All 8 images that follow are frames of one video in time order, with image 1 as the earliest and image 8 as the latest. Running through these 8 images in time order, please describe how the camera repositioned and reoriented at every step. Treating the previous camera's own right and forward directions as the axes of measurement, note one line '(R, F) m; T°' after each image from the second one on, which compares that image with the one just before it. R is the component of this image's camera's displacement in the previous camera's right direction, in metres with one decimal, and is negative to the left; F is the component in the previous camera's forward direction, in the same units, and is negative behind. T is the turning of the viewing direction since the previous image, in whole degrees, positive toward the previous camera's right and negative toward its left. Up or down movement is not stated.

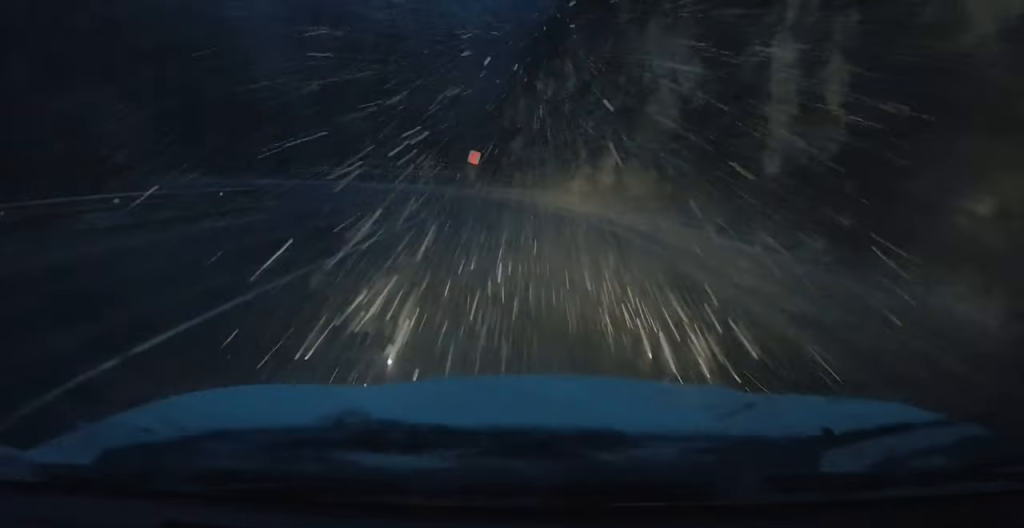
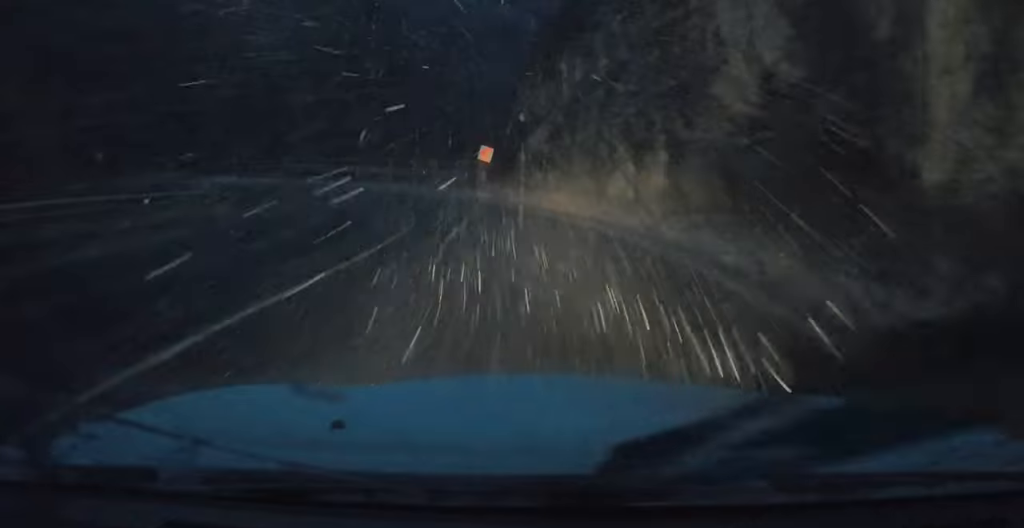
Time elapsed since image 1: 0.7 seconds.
(0.0, +5.4) m; -4°
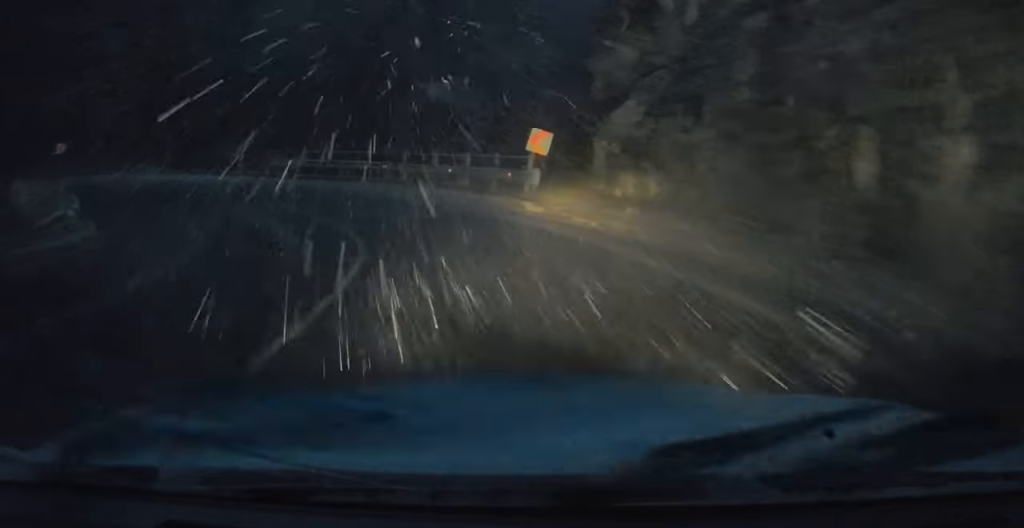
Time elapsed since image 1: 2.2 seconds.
(-1.4, +10.2) m; -19°
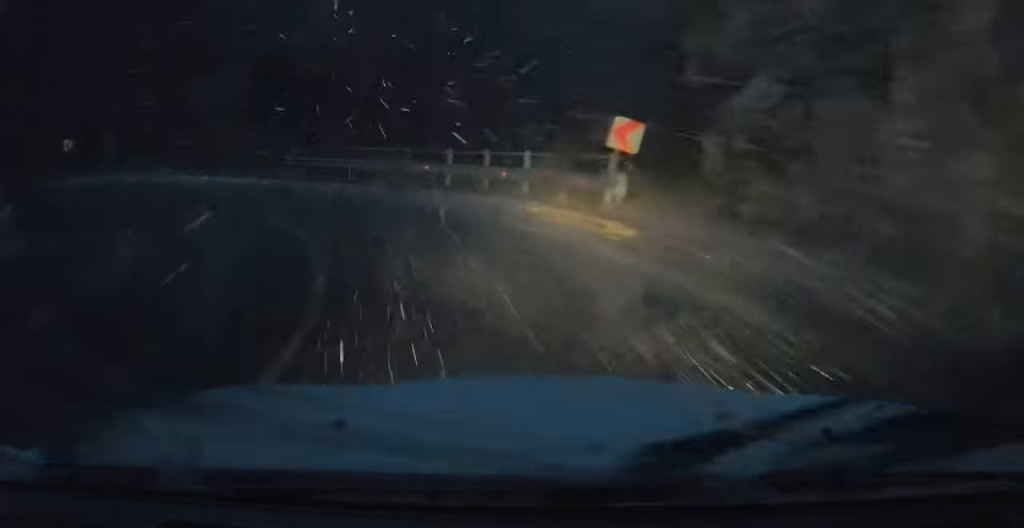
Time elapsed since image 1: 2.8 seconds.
(-0.4, +4.8) m; -11°
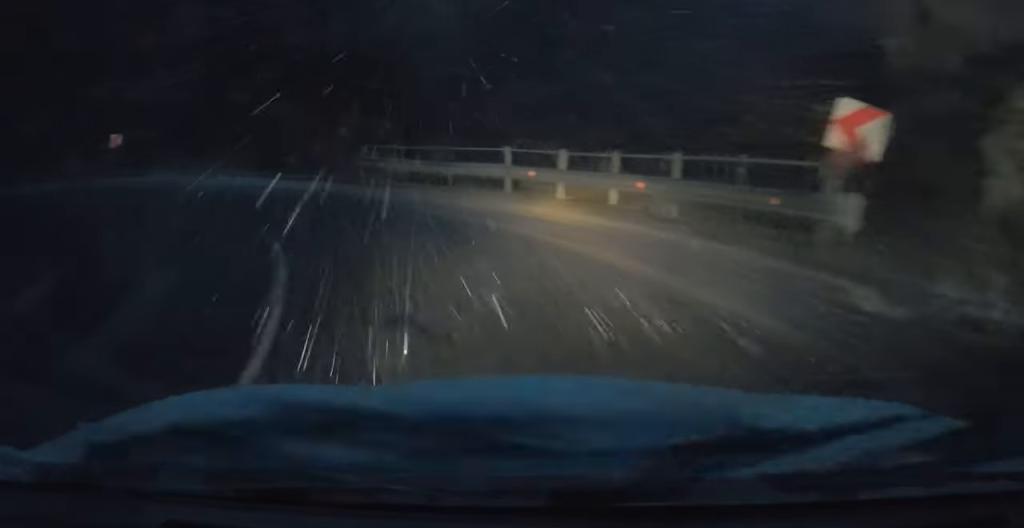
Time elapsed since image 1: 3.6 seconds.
(-0.7, +5.2) m; -13°
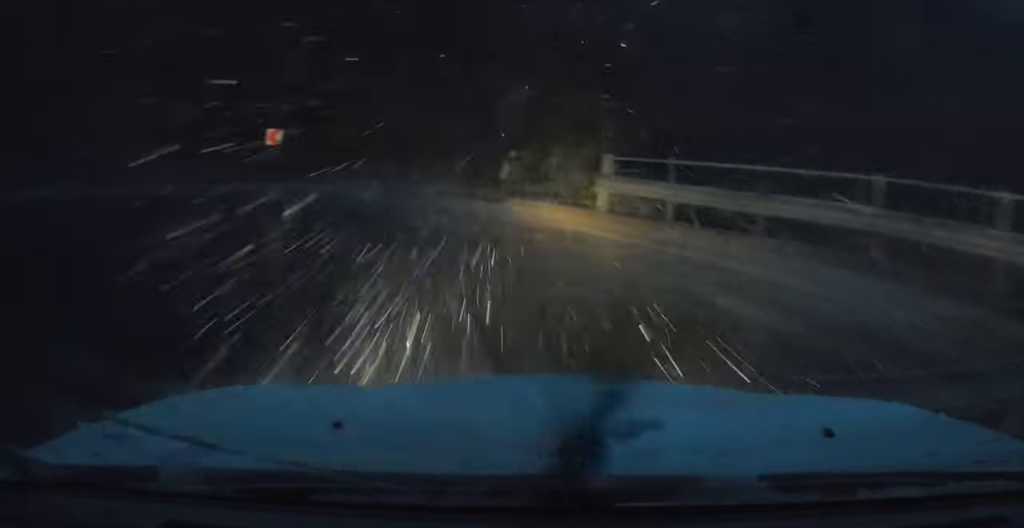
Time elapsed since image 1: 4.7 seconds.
(-1.4, +7.8) m; -21°
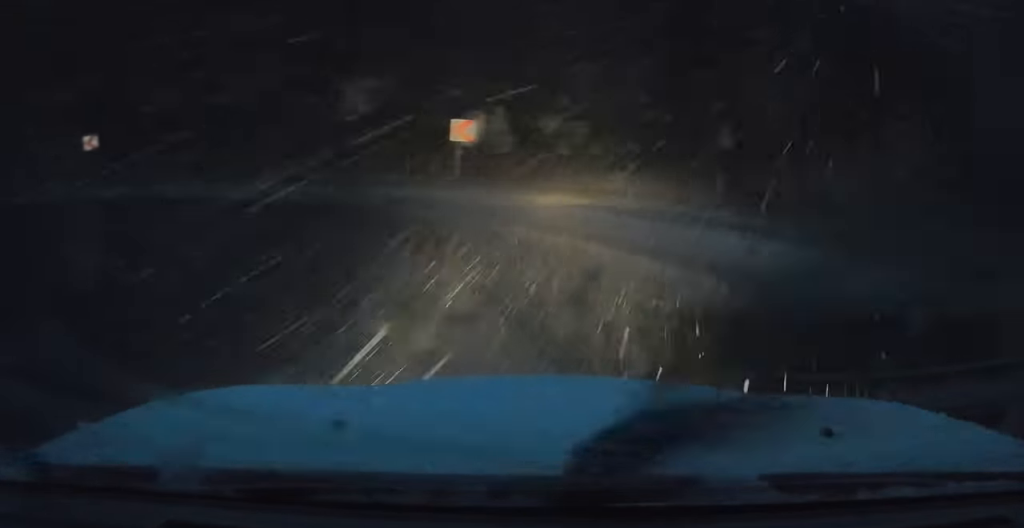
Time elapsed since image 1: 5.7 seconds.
(-1.1, +6.4) m; -24°
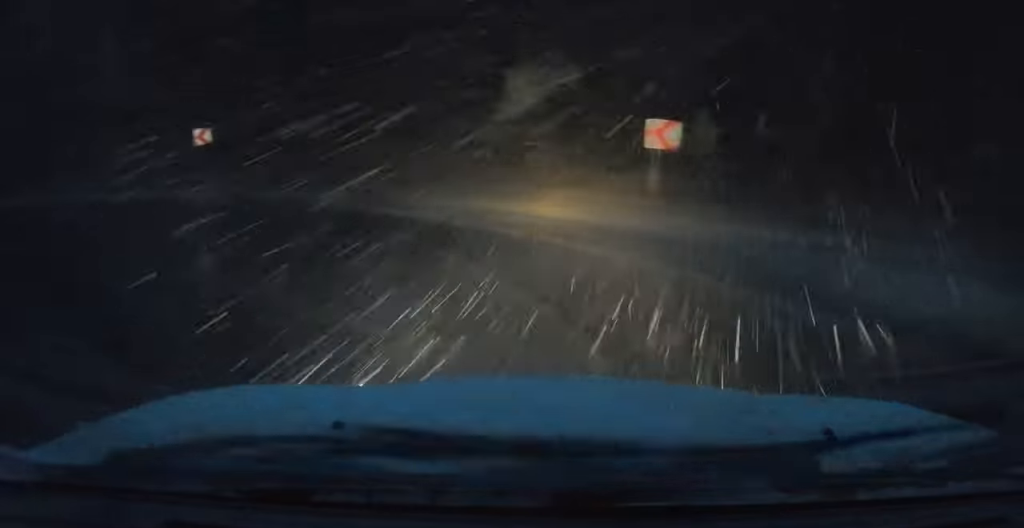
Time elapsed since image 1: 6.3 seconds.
(-0.8, +4.4) m; -19°
